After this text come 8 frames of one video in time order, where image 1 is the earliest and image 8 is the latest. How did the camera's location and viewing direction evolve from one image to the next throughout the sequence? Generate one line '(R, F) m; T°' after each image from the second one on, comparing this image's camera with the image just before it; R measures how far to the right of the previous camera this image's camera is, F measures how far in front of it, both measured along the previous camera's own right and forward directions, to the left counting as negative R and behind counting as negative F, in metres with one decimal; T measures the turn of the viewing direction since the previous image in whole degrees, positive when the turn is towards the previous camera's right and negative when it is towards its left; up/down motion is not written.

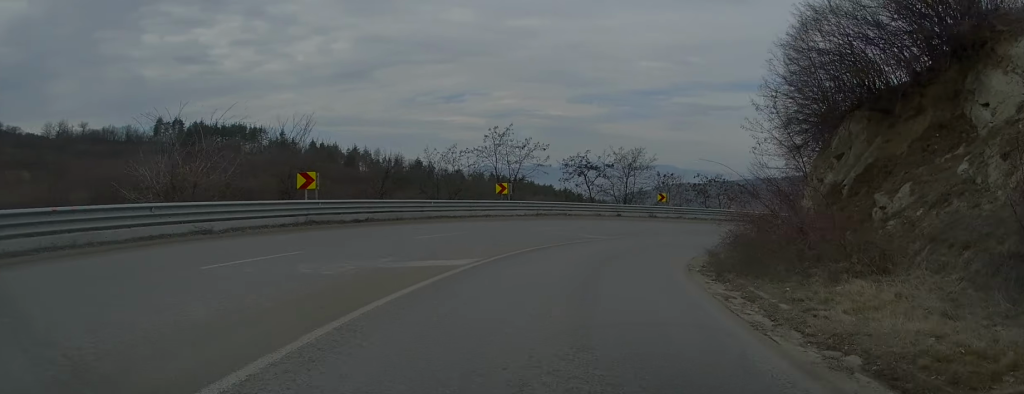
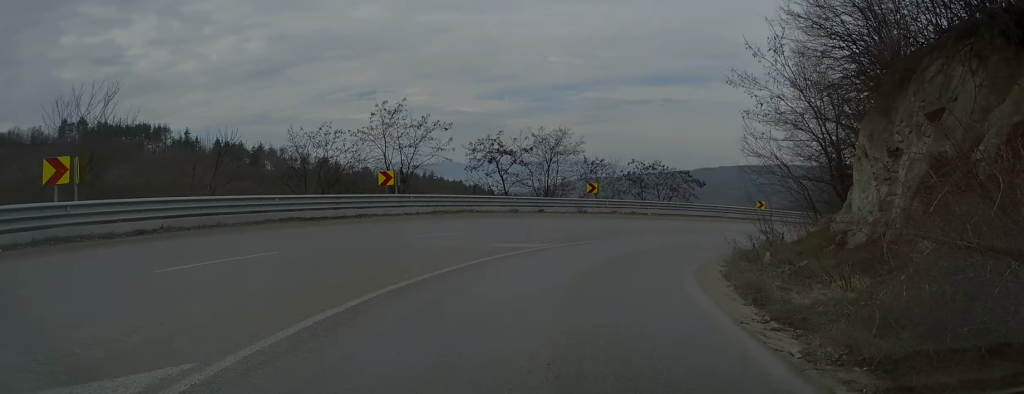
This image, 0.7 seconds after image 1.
(+0.6, +9.3) m; +7°
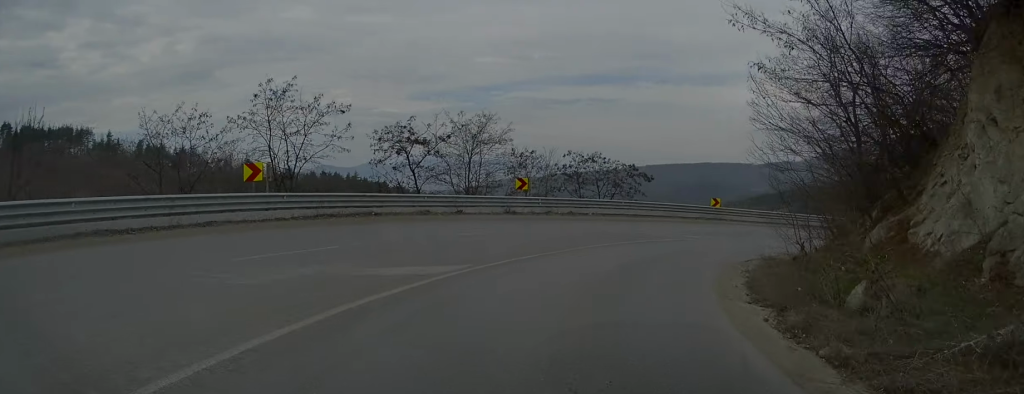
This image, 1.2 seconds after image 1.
(0.0, +6.6) m; +5°
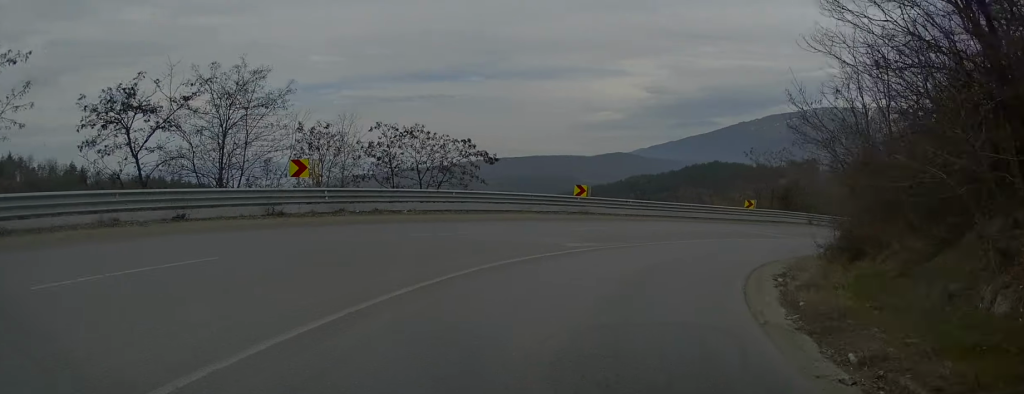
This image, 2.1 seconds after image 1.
(+1.1, +11.5) m; +14°
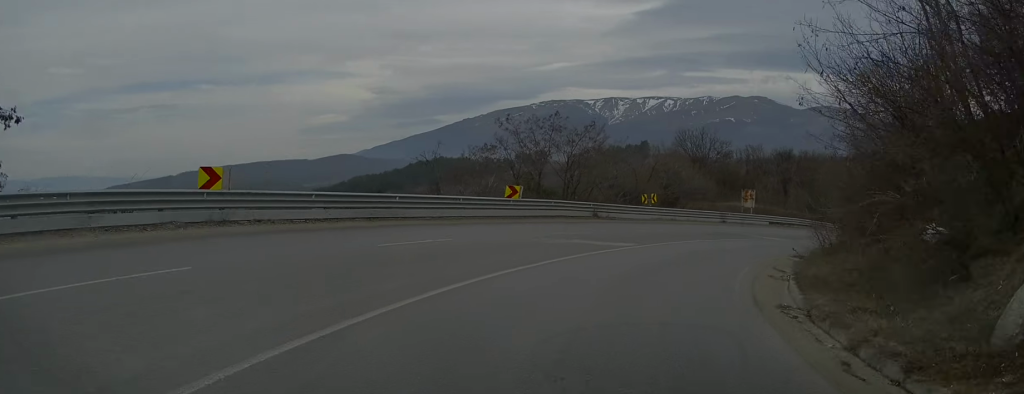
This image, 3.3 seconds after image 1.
(+3.1, +15.3) m; +23°
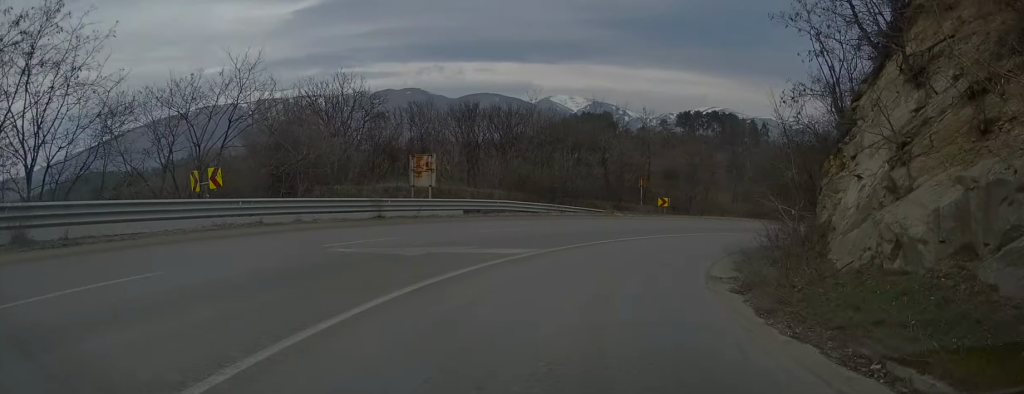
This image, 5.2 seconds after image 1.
(+6.2, +23.4) m; +30°
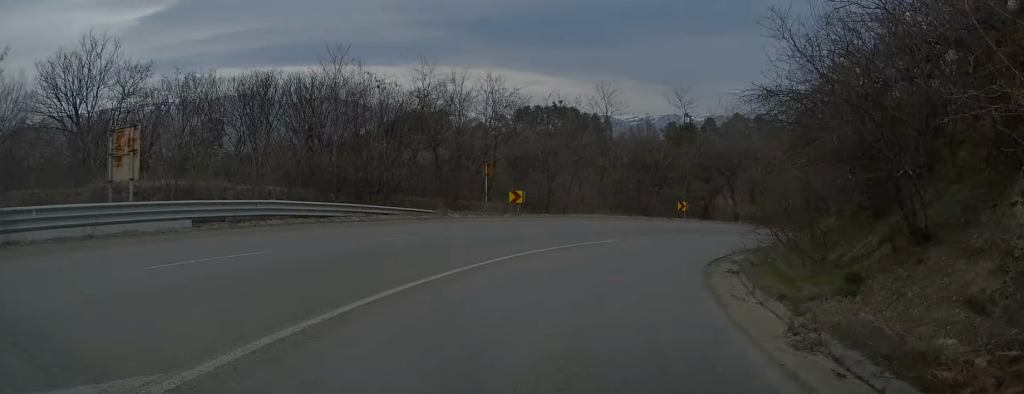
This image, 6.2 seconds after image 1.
(+1.7, +11.4) m; +14°
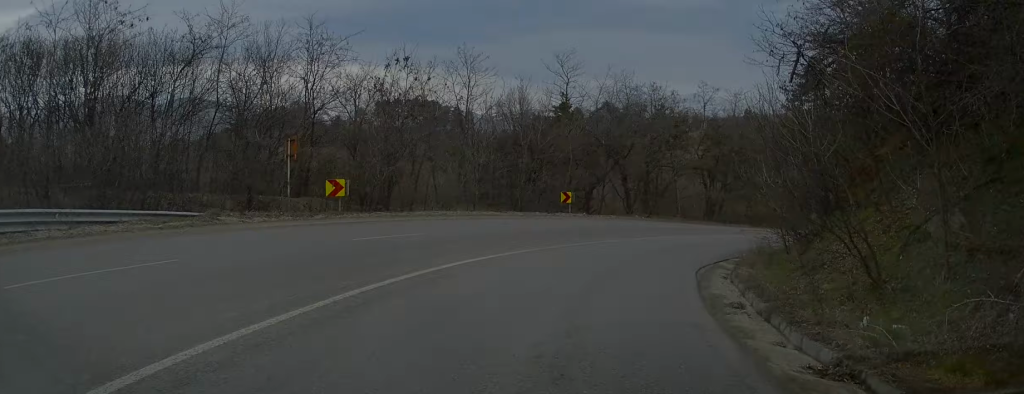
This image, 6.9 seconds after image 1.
(+1.0, +9.5) m; +12°
